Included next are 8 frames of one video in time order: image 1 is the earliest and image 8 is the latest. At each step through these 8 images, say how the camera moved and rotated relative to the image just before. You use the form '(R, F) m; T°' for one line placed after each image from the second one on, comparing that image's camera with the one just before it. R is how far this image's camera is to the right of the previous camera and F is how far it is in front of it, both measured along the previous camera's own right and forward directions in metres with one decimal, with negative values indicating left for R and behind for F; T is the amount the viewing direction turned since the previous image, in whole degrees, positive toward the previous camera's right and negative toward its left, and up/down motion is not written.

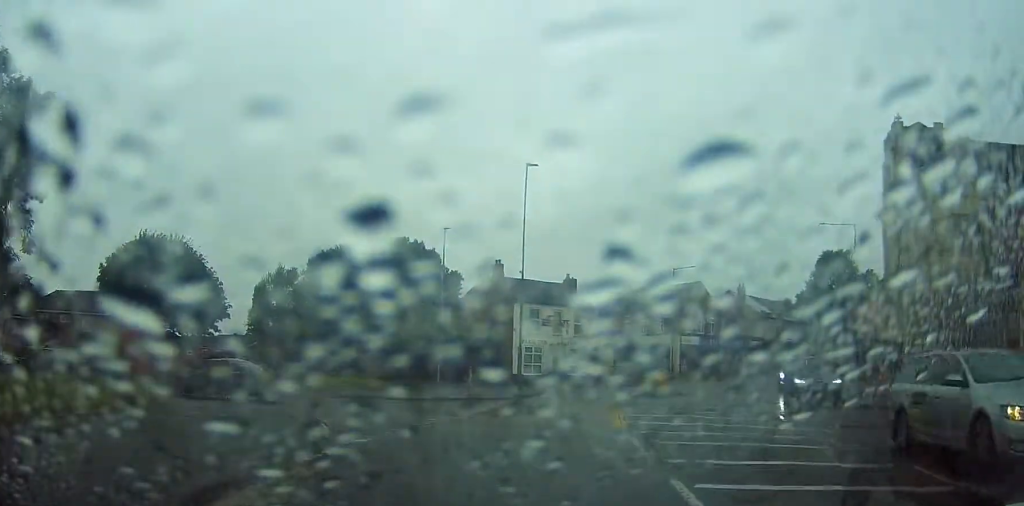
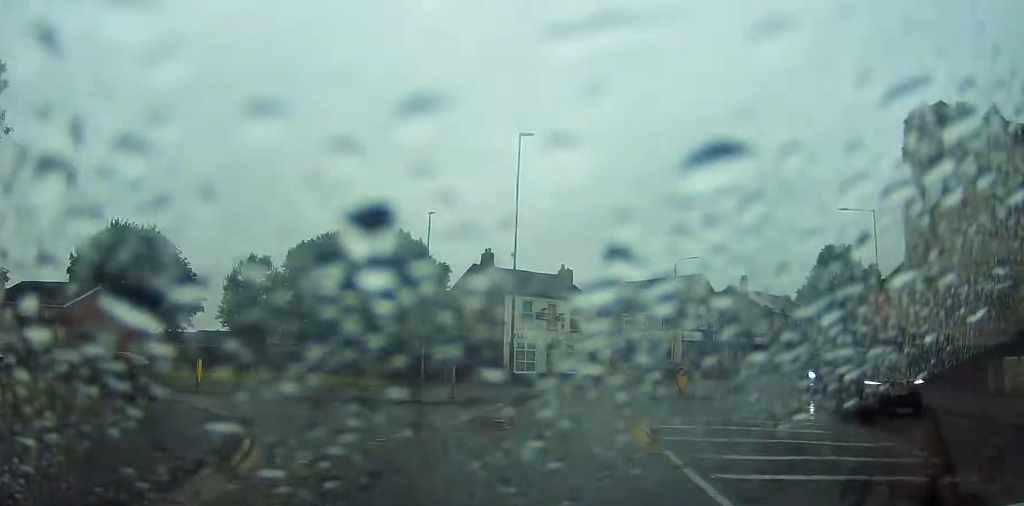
(0.0, +3.8) m; +1°
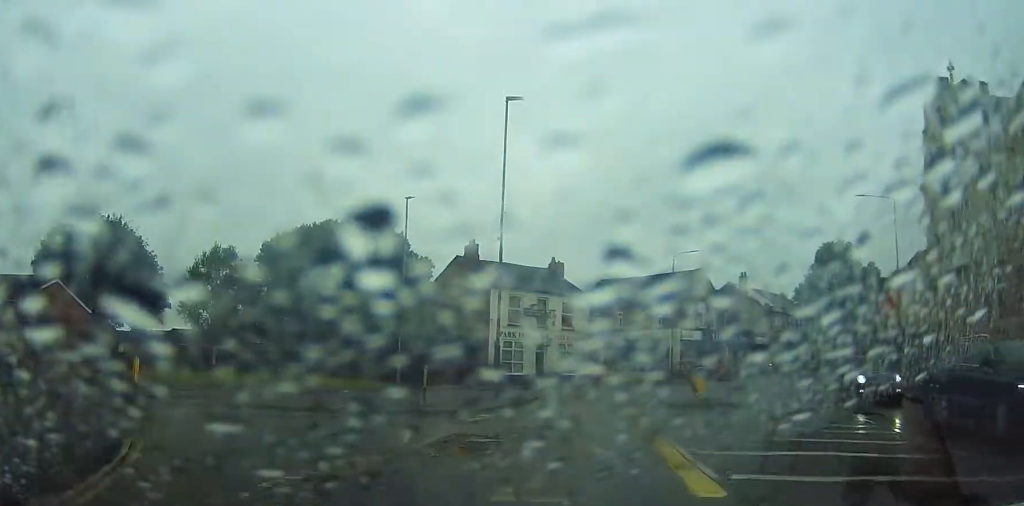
(+0.1, +3.8) m; +1°
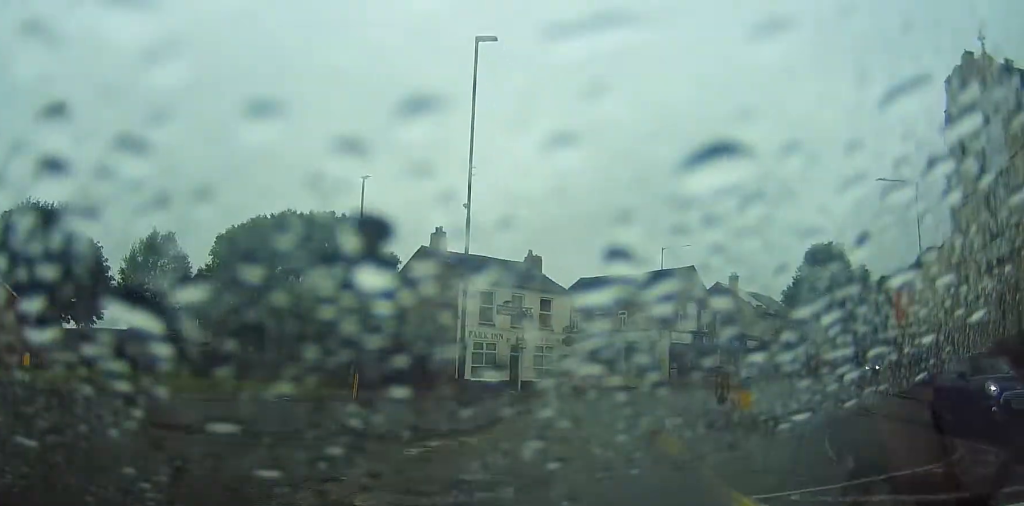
(0.0, +4.9) m; +2°
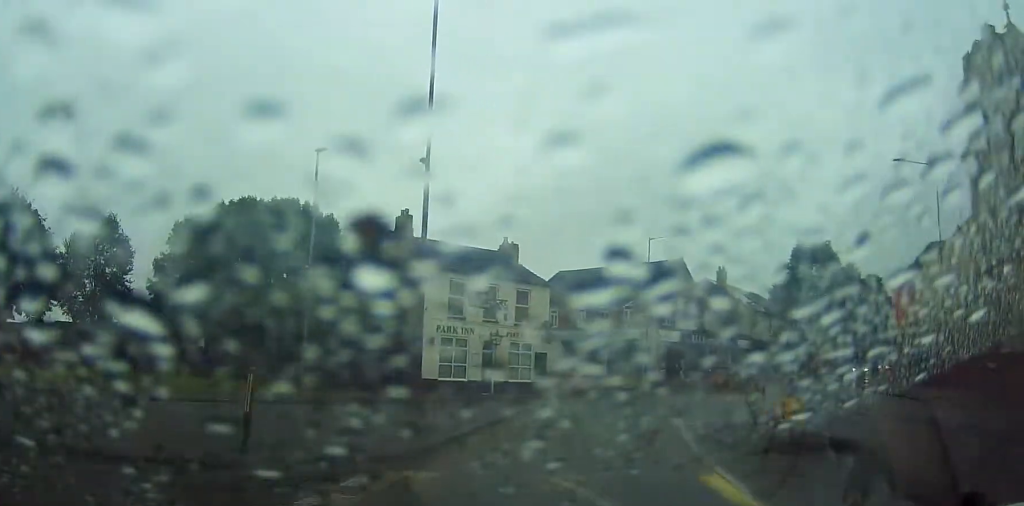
(+0.1, +4.0) m; +2°
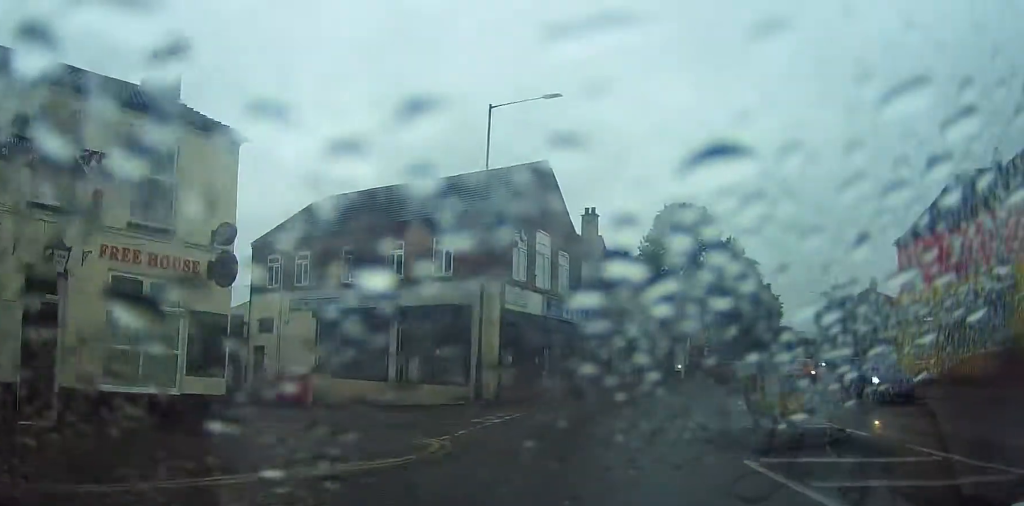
(+3.7, +24.0) m; +17°
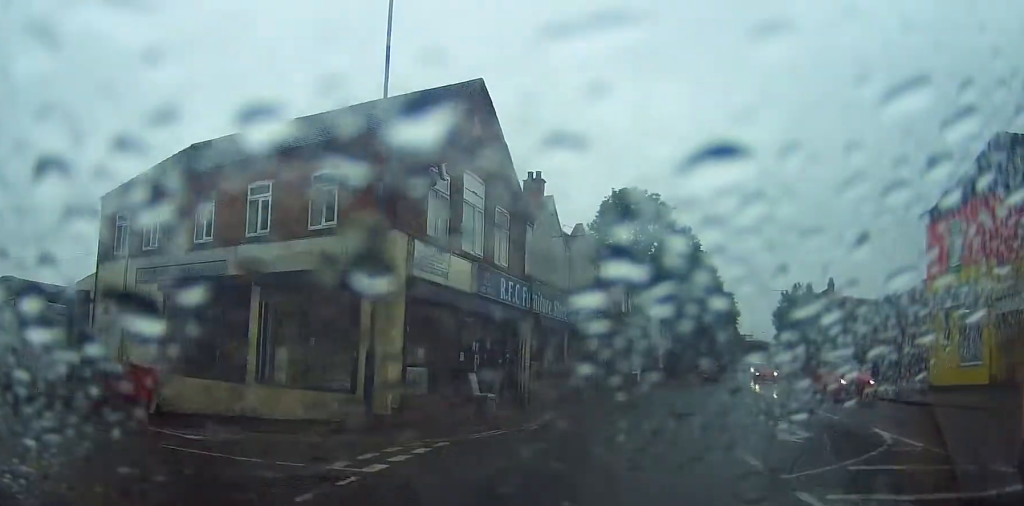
(+0.1, +8.1) m; +5°
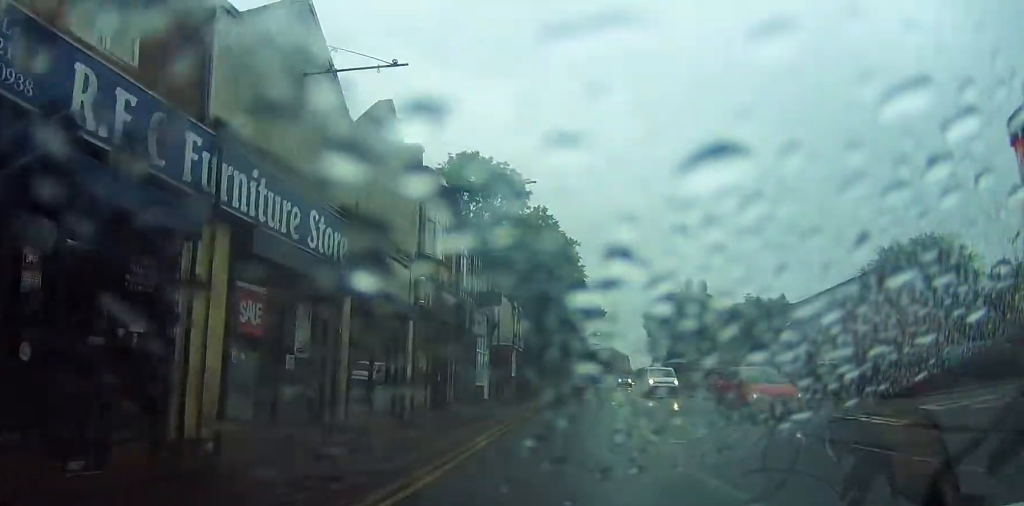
(+2.0, +15.0) m; +13°
